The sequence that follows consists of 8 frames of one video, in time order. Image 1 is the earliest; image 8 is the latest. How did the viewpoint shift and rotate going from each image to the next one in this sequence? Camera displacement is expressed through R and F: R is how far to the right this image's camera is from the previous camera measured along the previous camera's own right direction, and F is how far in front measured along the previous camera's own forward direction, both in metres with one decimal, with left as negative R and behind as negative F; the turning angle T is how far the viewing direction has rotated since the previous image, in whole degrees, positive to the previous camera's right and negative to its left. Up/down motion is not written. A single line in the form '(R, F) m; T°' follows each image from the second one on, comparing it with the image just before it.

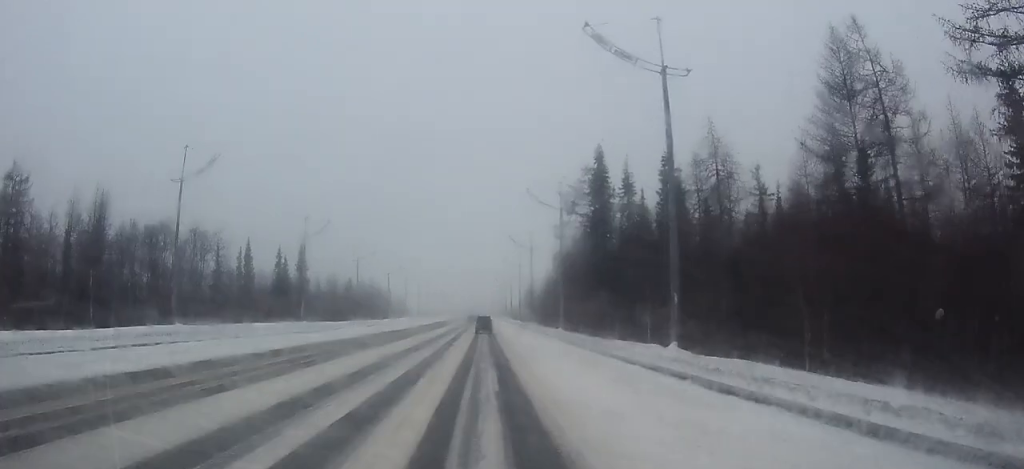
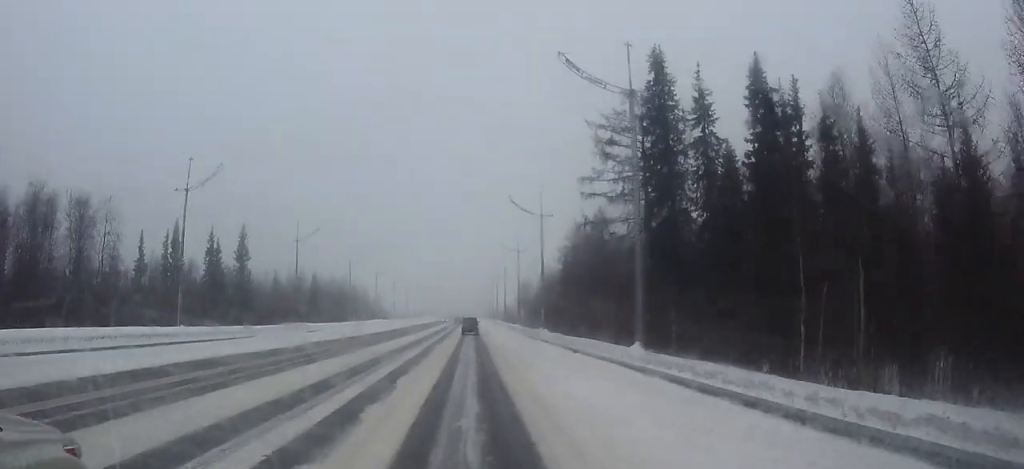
(+0.1, +22.7) m; 0°
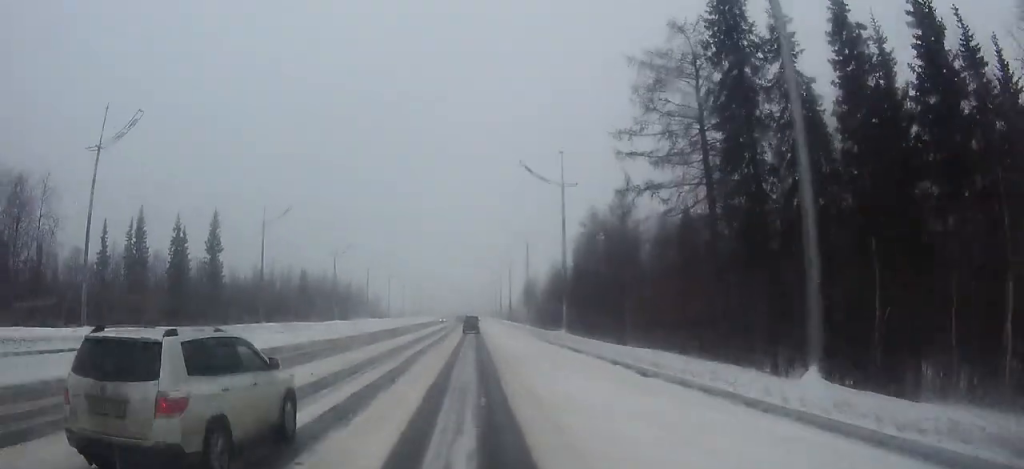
(0.0, +10.3) m; 0°
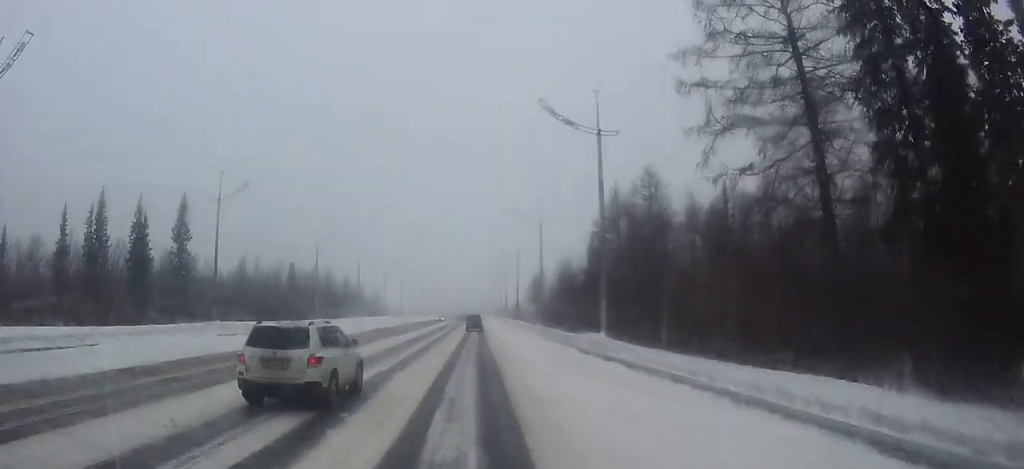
(0.0, +9.7) m; 0°
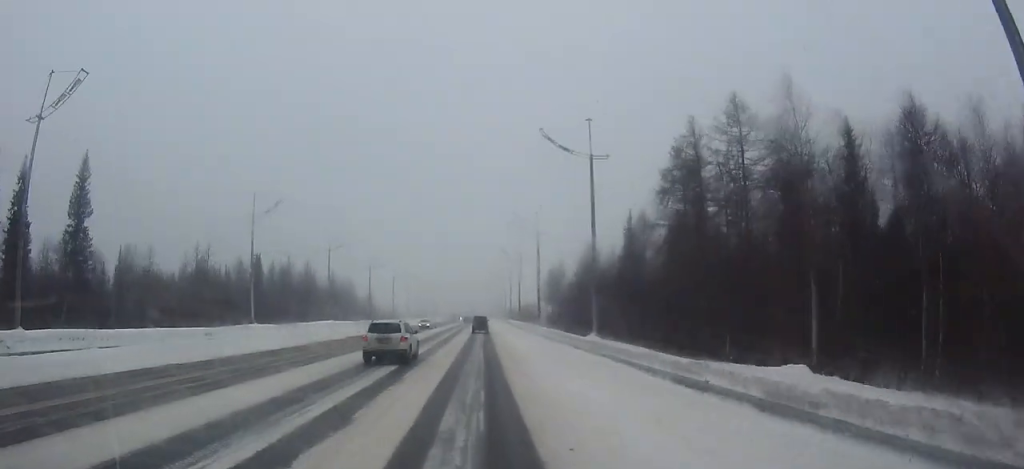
(-0.1, +20.5) m; 0°
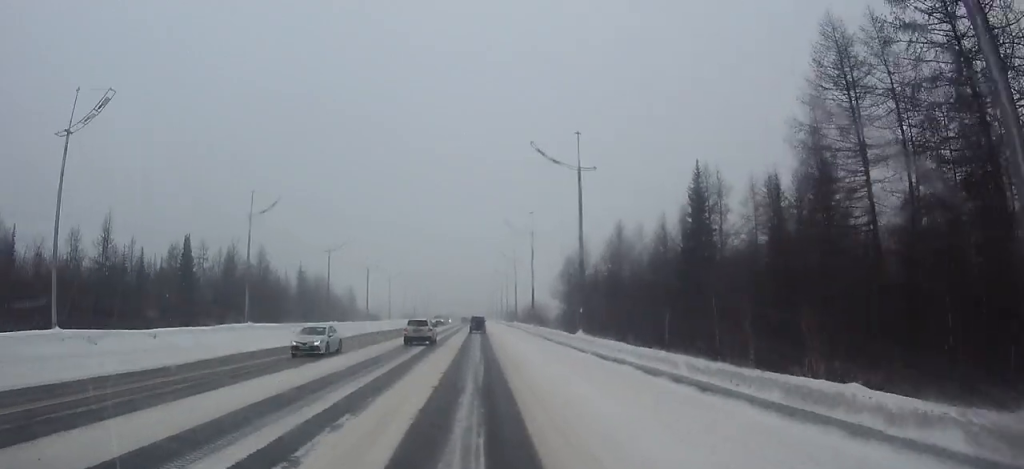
(+0.1, +23.7) m; 0°
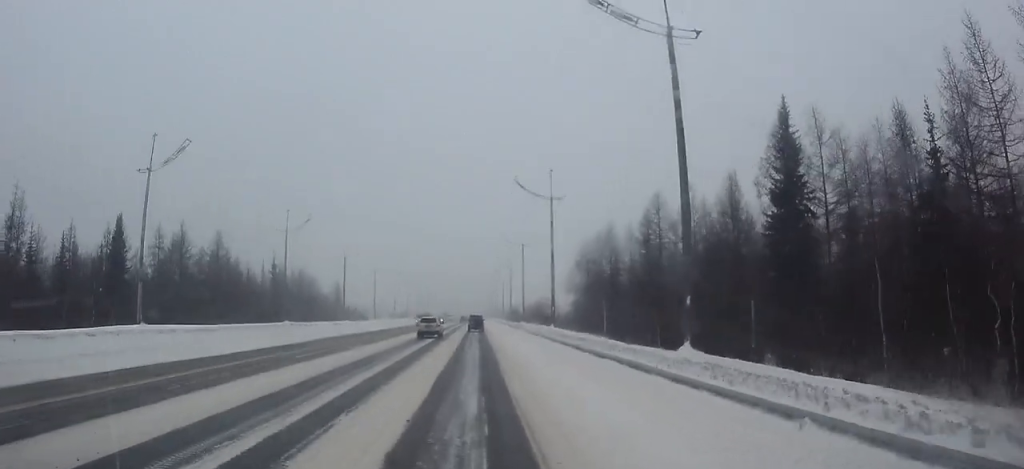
(0.0, +15.5) m; 0°
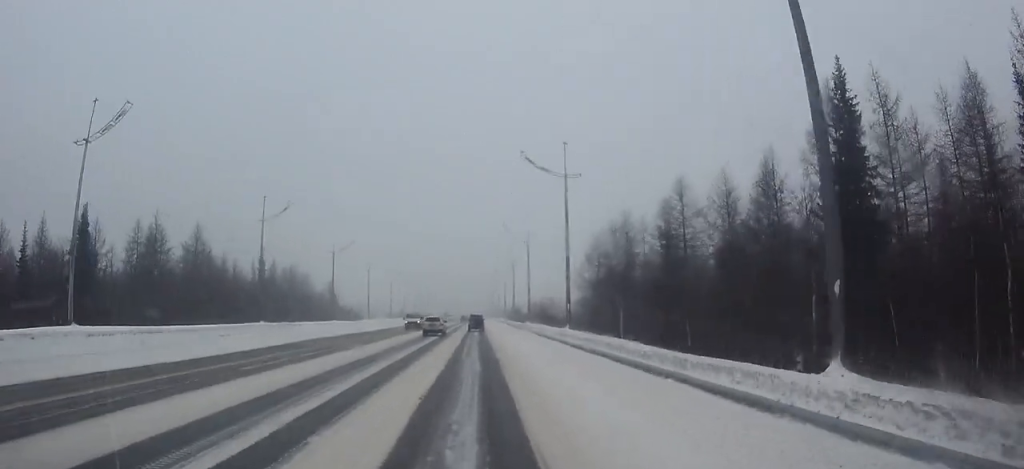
(0.0, +6.4) m; 0°
